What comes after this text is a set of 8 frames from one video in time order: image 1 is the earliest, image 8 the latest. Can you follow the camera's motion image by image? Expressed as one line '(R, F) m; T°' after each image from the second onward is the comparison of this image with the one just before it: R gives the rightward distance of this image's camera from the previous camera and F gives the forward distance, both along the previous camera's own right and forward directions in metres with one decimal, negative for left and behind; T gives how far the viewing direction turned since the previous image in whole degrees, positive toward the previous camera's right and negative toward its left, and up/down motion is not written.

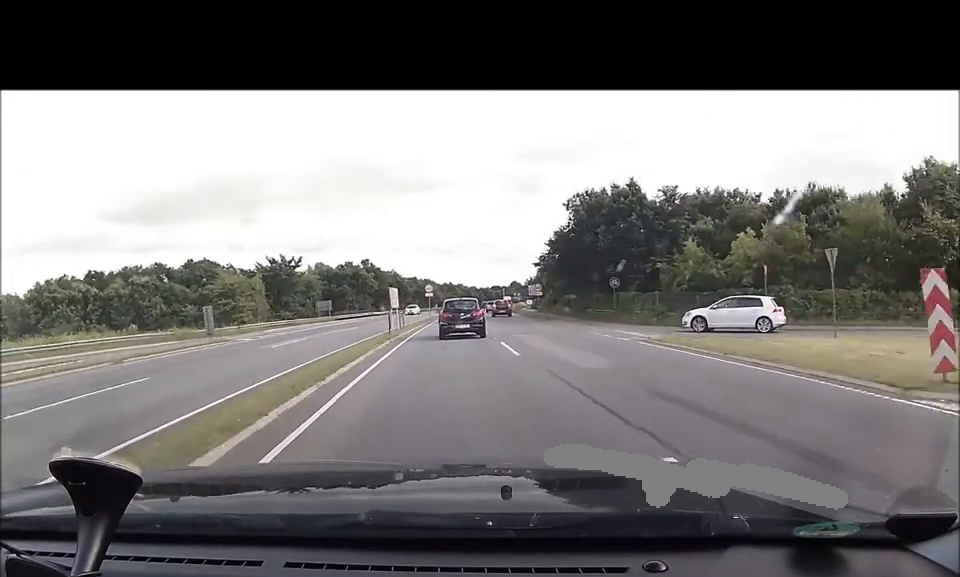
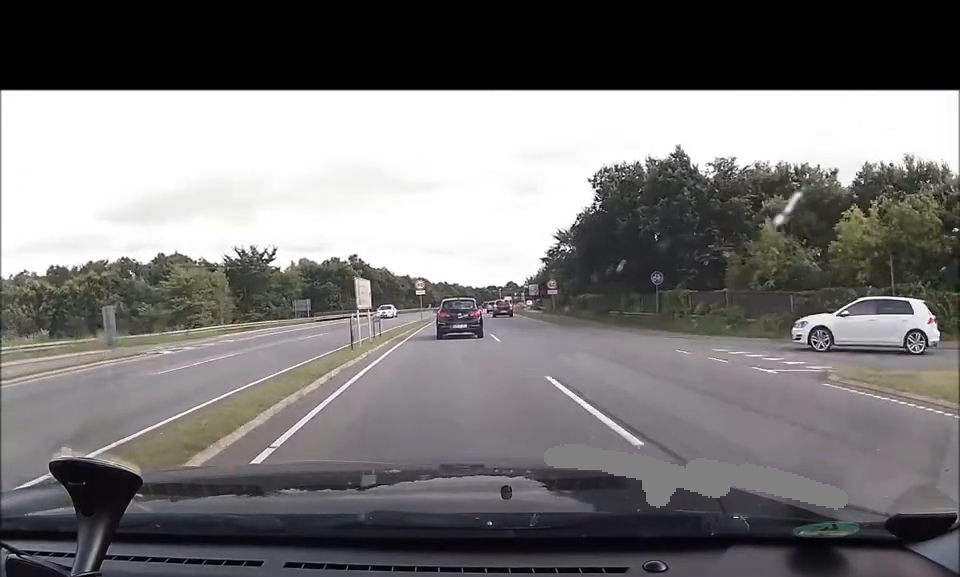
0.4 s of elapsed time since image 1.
(-0.1, +9.8) m; +1°
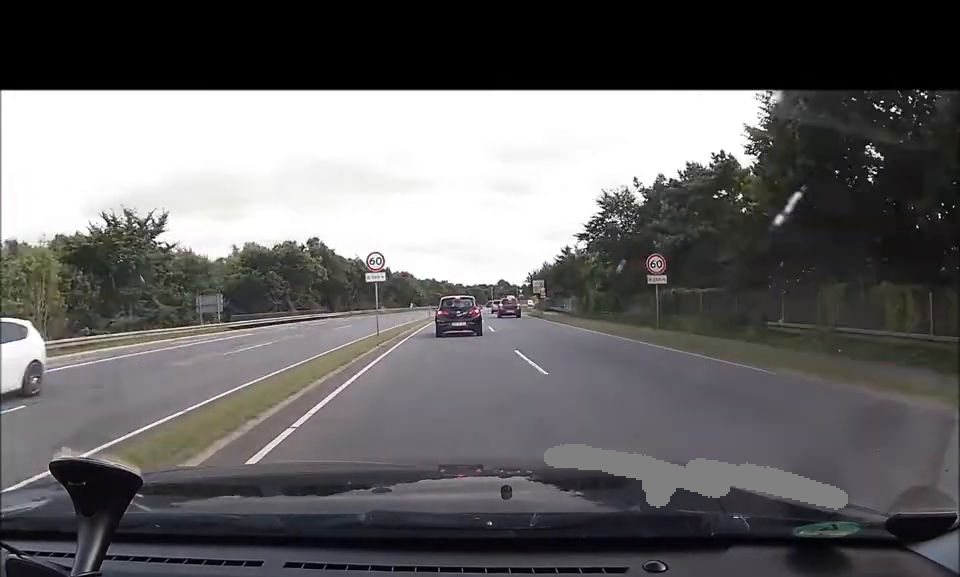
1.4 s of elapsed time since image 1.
(+0.3, +25.2) m; +1°
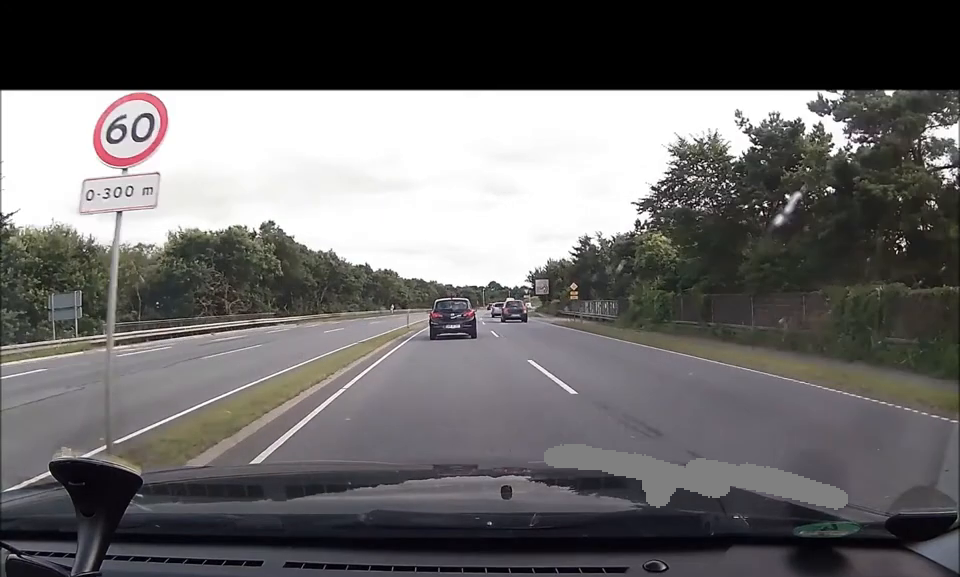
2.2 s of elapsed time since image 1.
(+0.3, +19.3) m; +1°
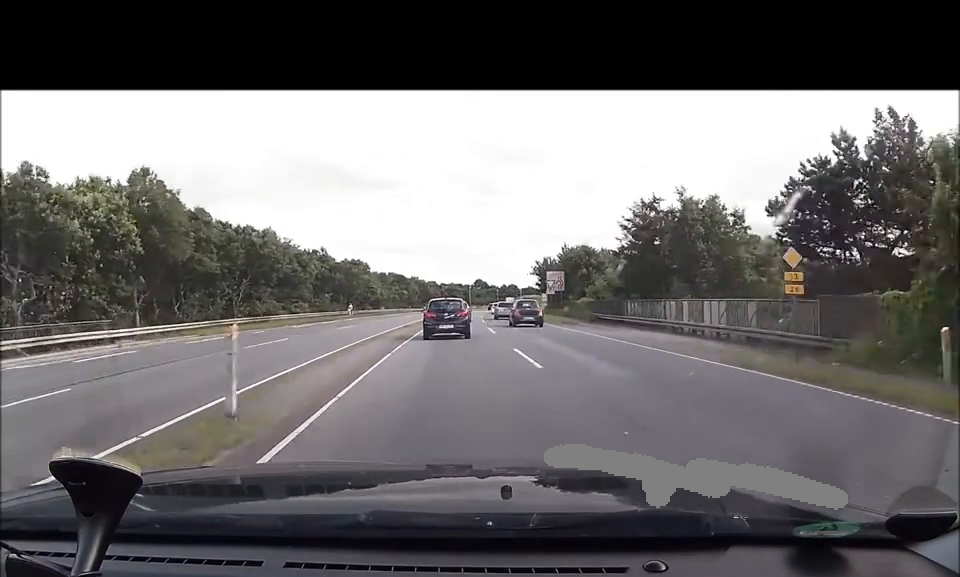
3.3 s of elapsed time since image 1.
(+0.2, +25.3) m; +1°
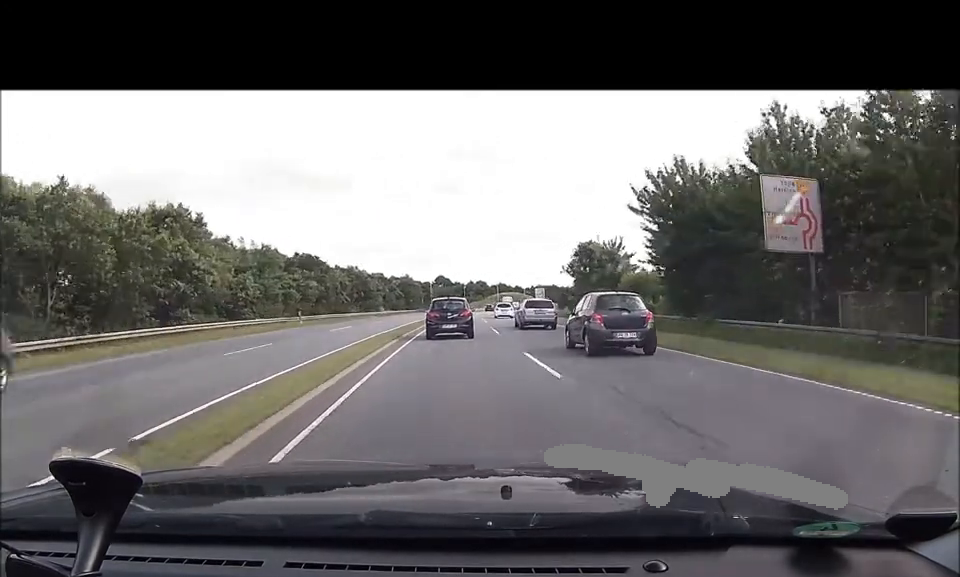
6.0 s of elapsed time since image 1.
(+1.7, +62.2) m; +4°
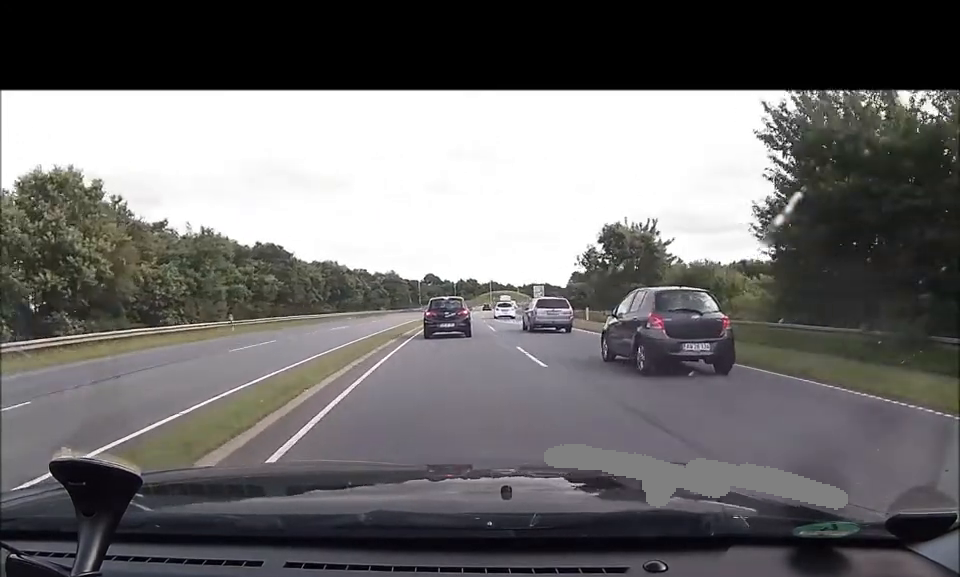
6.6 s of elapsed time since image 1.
(+0.3, +14.0) m; +1°
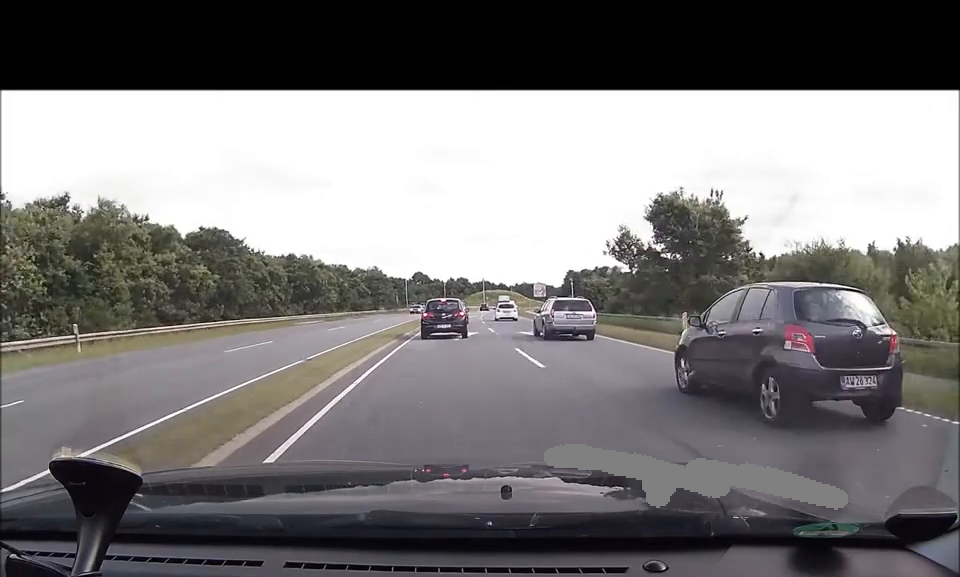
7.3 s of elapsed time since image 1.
(+0.1, +15.3) m; +1°
